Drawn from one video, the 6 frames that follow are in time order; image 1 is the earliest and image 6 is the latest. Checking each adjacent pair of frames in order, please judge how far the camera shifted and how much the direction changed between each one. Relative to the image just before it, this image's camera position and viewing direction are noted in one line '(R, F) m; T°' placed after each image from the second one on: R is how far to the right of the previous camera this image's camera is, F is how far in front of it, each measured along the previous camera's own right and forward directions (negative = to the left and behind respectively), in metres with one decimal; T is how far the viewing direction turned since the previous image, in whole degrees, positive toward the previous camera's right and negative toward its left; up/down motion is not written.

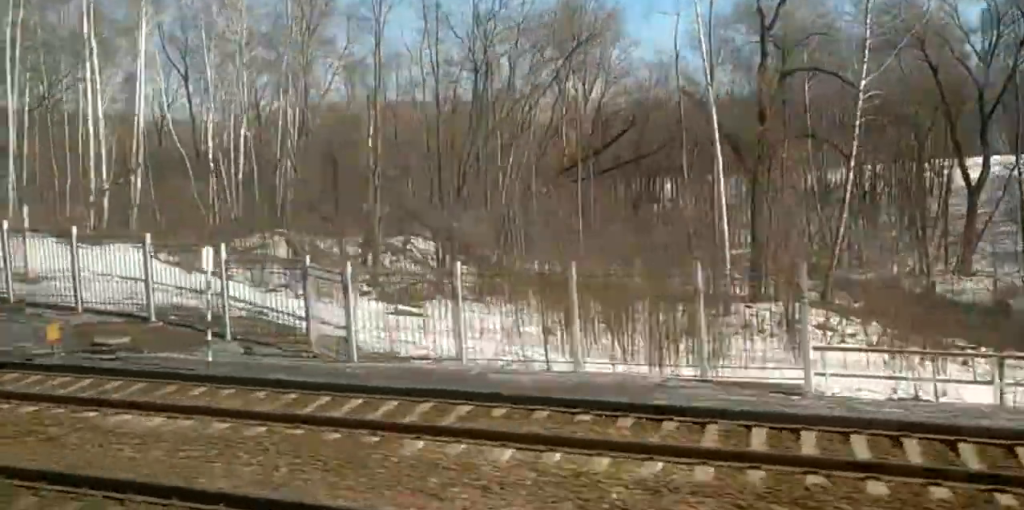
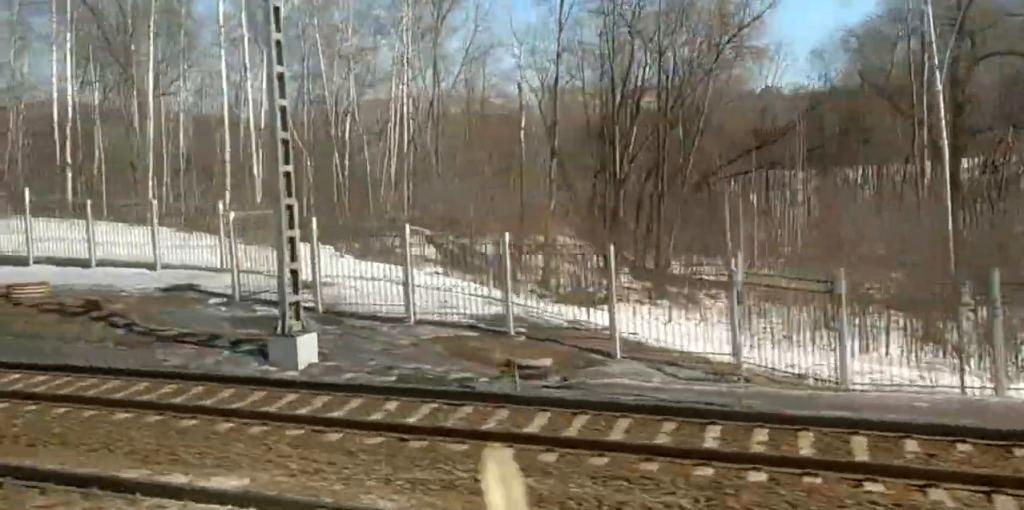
(+0.1, +10.3) m; 0°
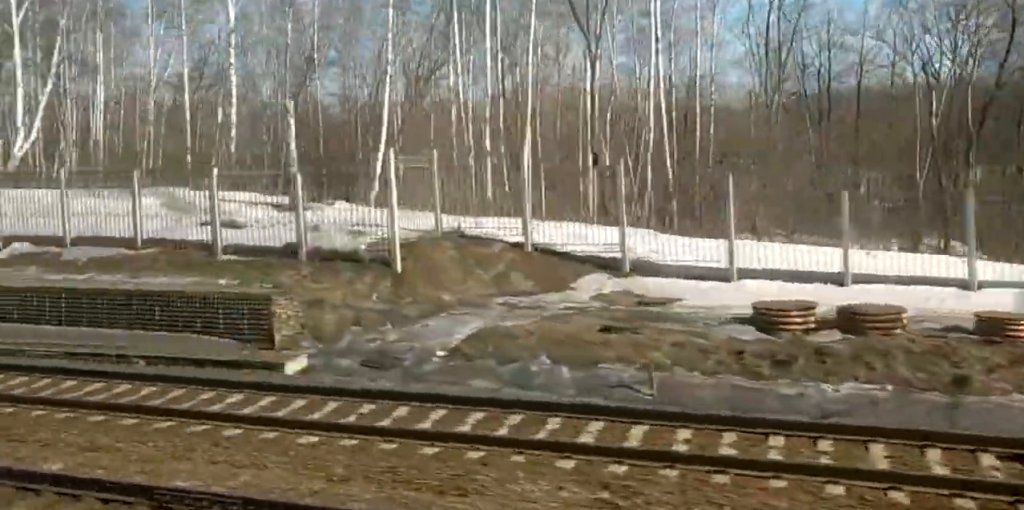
(-0.3, +23.1) m; -1°
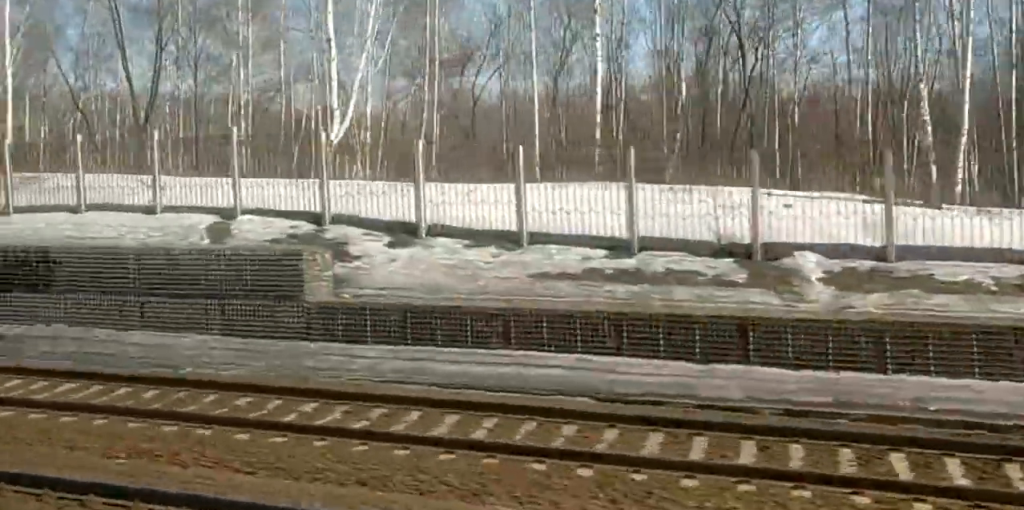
(+0.2, +21.7) m; +1°
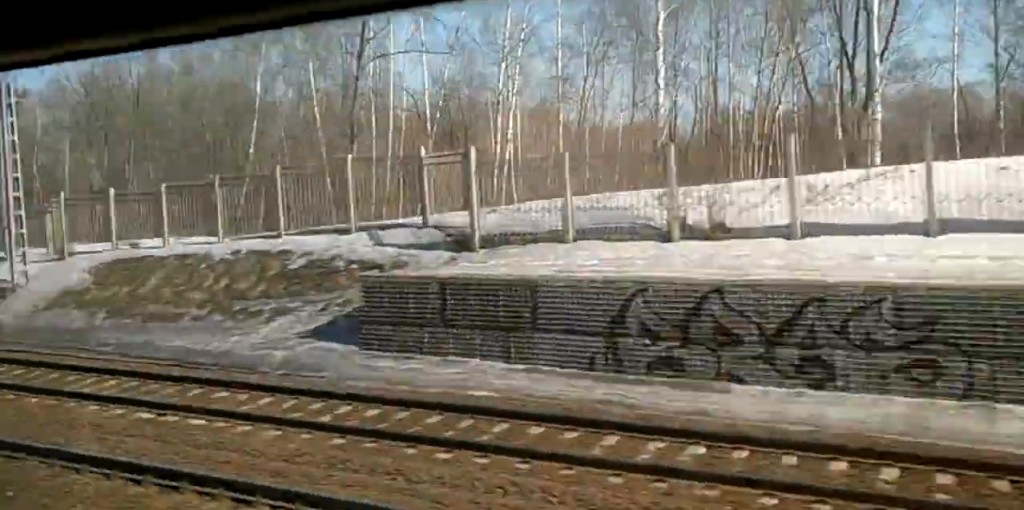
(0.0, +49.4) m; 0°
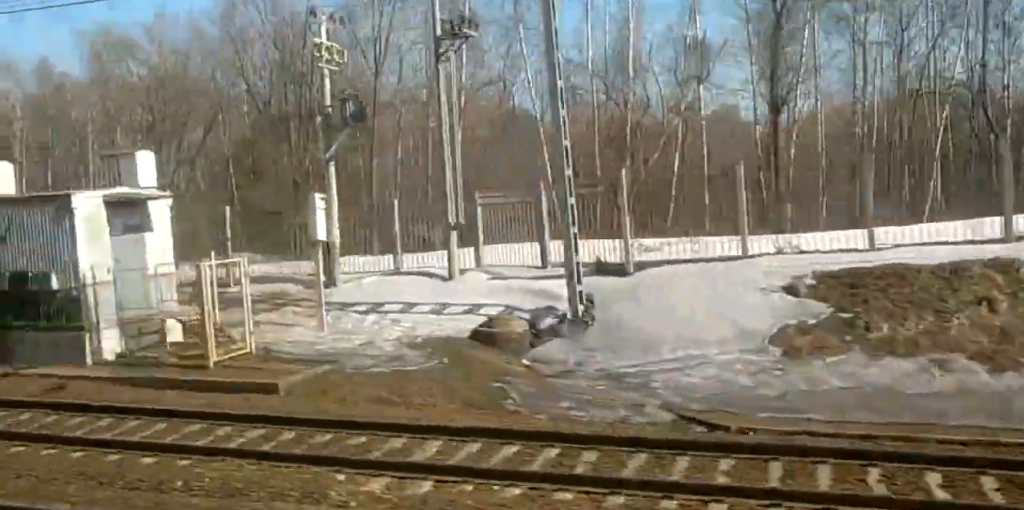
(+0.2, +24.3) m; +1°
